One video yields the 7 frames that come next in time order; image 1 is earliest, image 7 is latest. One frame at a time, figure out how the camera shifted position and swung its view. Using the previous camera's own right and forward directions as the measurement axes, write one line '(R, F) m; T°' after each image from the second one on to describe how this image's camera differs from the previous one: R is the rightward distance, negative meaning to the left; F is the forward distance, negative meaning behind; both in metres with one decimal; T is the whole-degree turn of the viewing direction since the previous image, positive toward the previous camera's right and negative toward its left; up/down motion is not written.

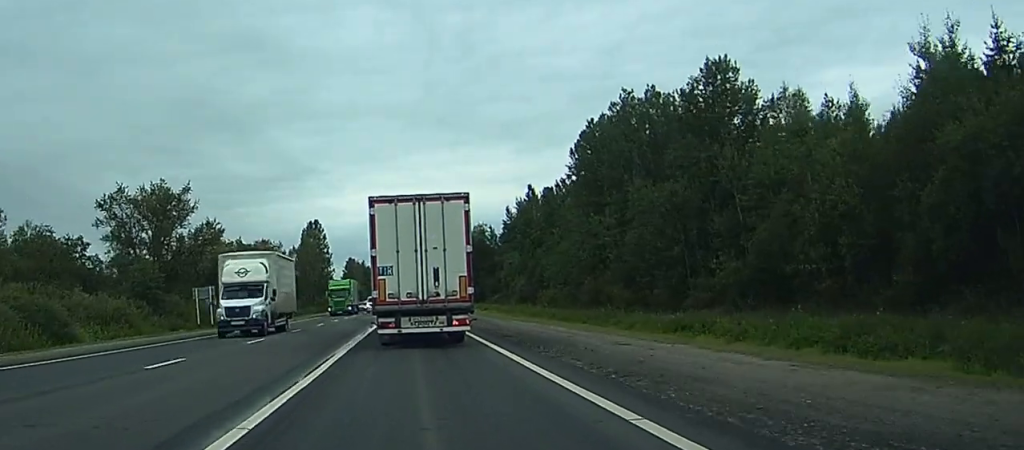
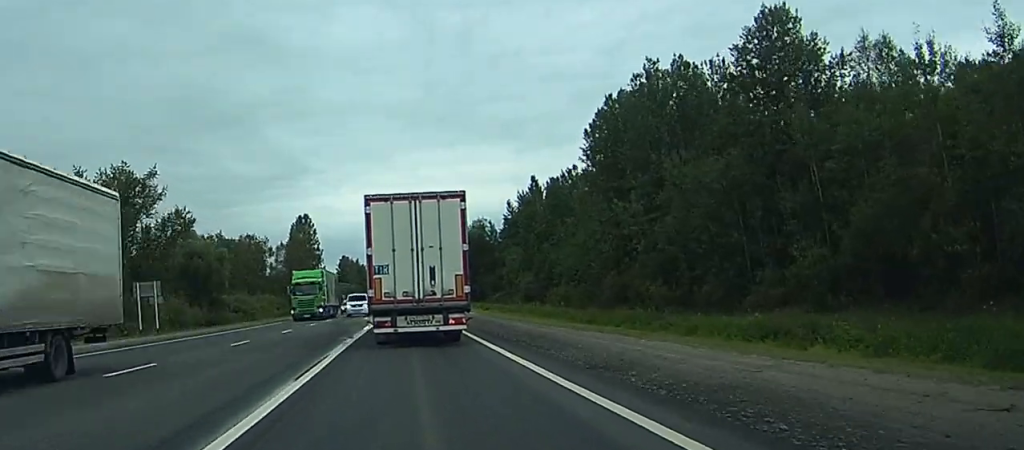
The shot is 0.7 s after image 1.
(0.0, +14.3) m; 0°
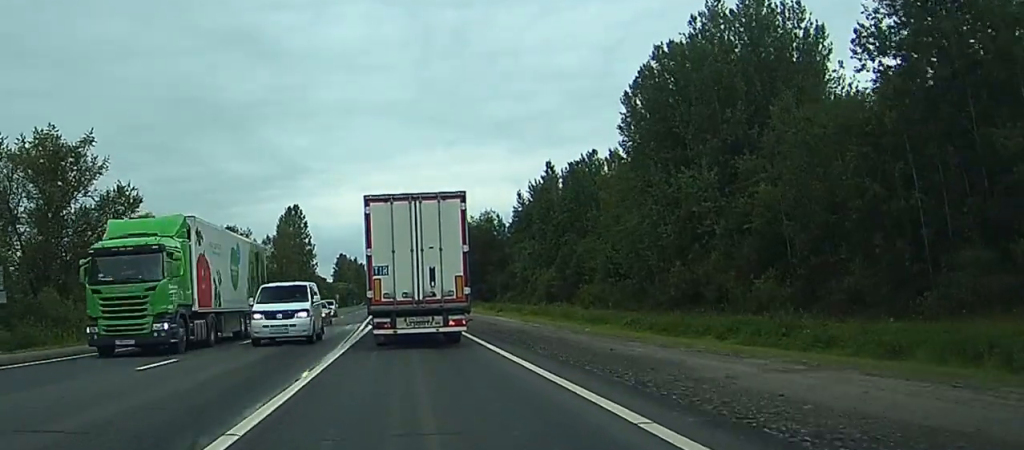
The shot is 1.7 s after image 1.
(0.0, +22.3) m; -1°
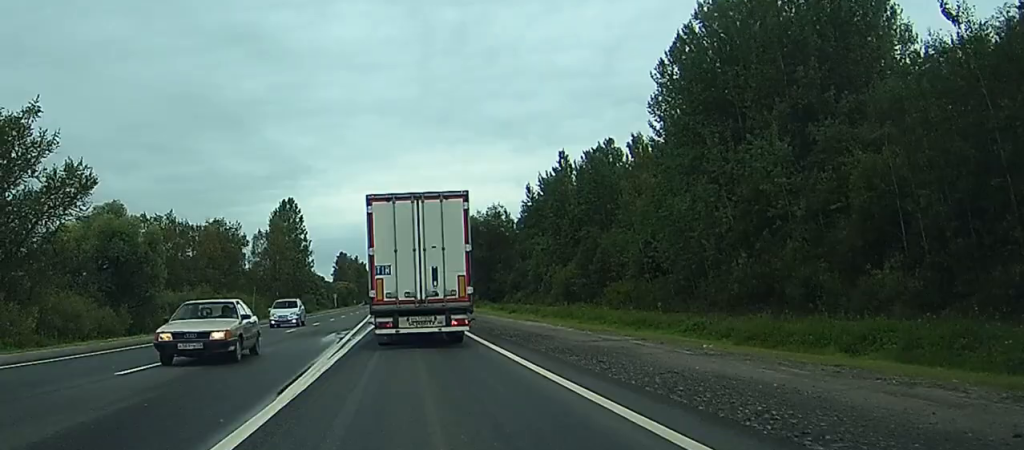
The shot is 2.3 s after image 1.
(0.0, +13.7) m; -1°
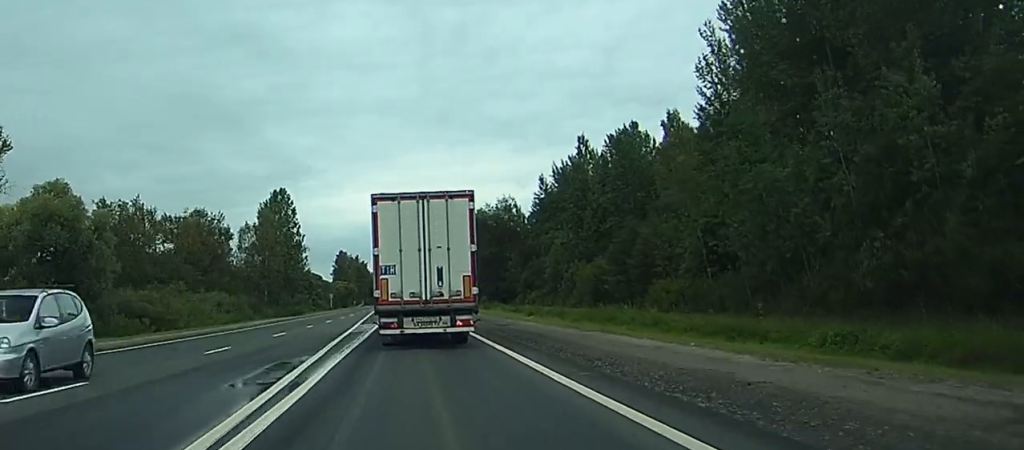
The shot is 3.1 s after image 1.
(-0.3, +17.2) m; +1°
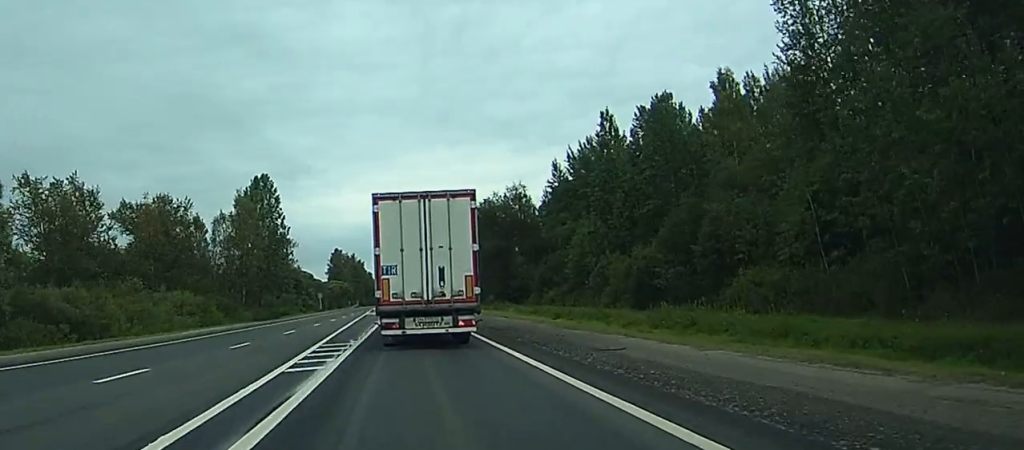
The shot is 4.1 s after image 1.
(+0.4, +20.5) m; +1°
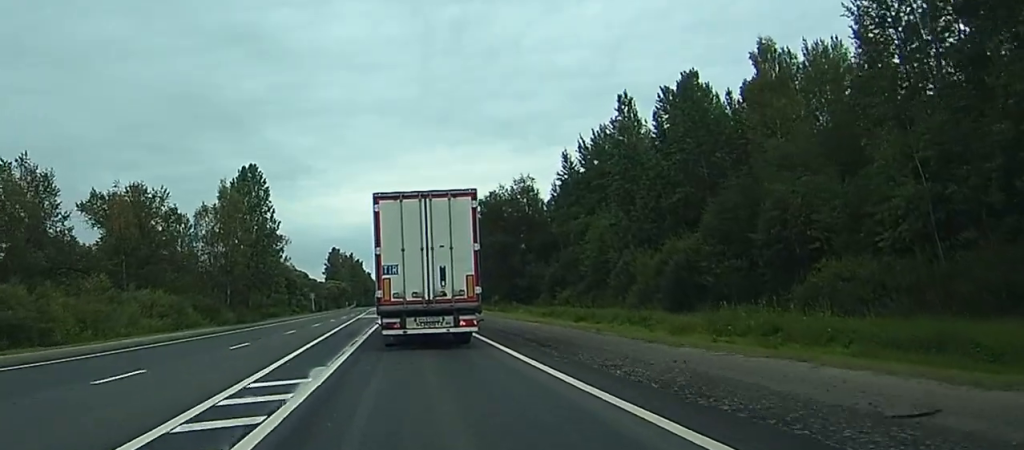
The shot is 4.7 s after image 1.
(0.0, +12.0) m; 0°
